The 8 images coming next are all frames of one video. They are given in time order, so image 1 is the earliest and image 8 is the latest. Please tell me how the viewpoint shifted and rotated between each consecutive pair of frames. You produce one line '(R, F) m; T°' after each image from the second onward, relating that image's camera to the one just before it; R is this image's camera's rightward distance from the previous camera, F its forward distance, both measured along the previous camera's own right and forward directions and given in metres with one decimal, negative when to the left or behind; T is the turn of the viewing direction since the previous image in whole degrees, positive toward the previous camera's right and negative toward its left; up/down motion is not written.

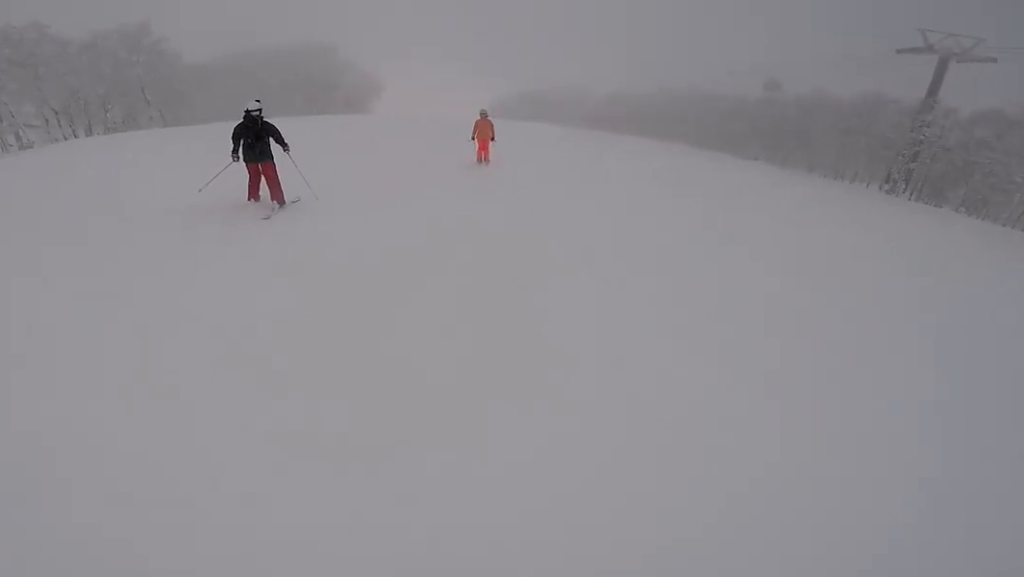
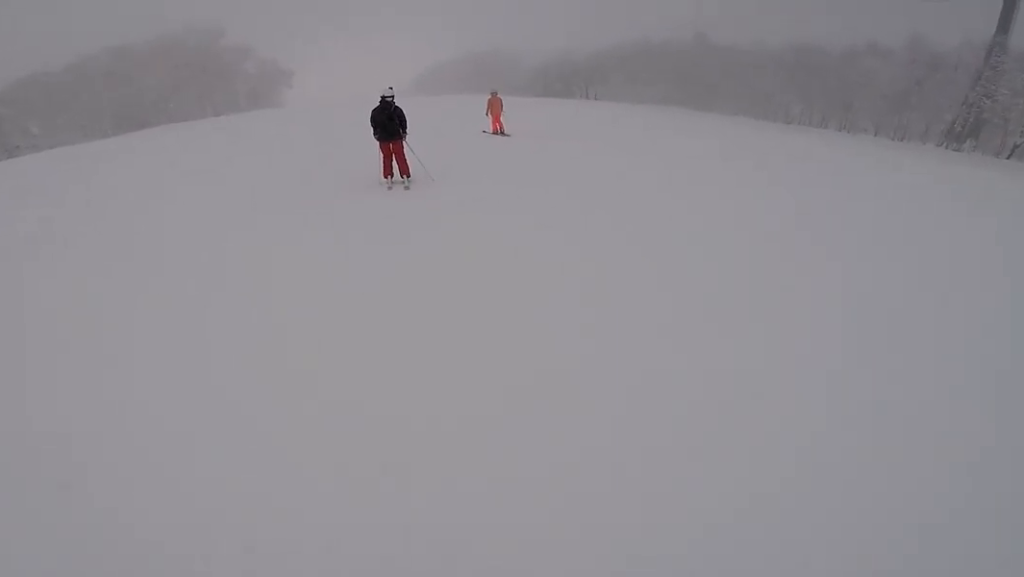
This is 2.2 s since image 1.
(0.0, +16.2) m; 0°
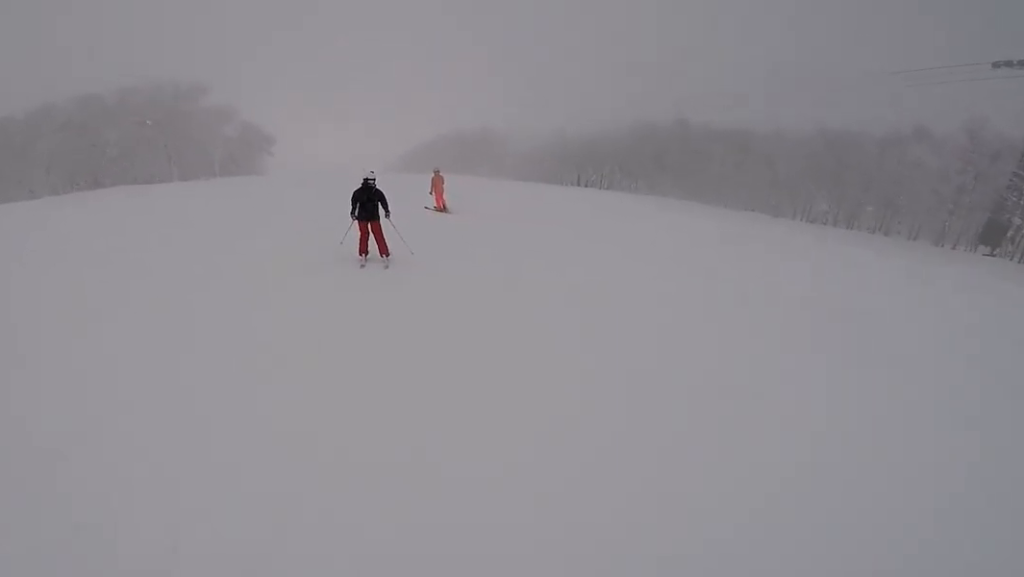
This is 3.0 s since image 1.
(0.0, +6.0) m; +1°
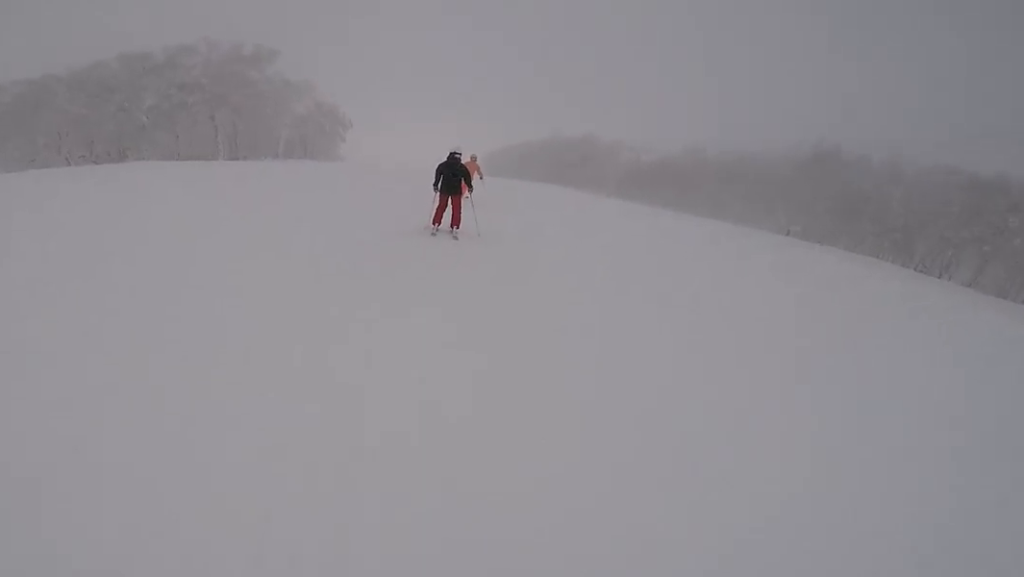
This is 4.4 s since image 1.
(+0.3, +10.9) m; +9°
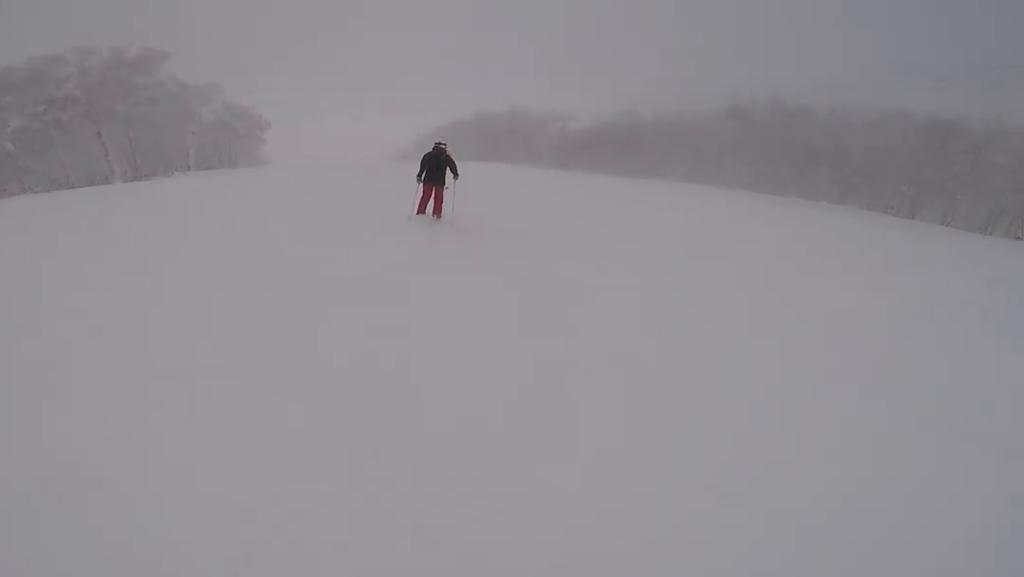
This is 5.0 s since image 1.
(+0.3, +4.5) m; +9°
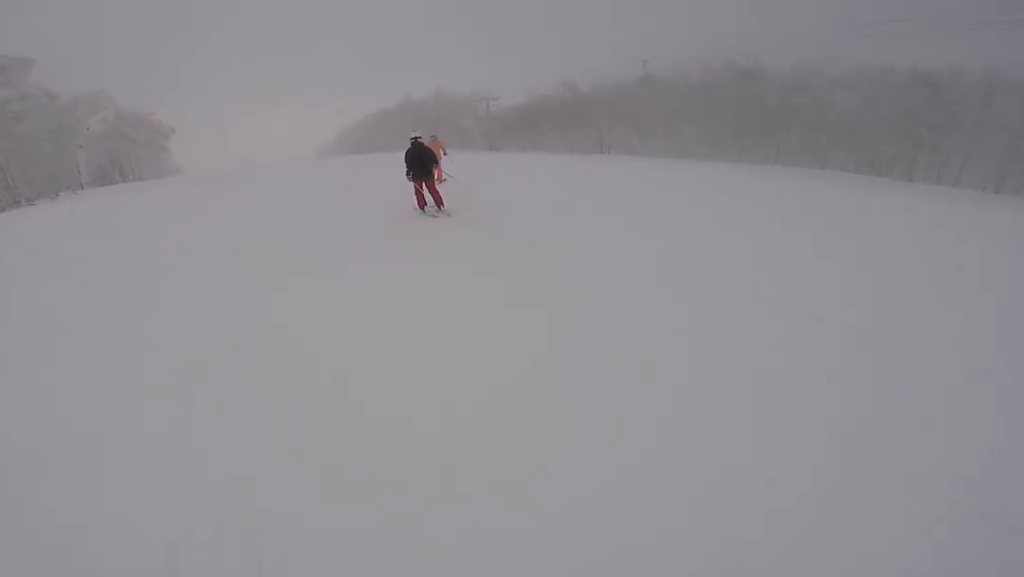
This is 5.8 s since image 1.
(+0.7, +5.7) m; +7°
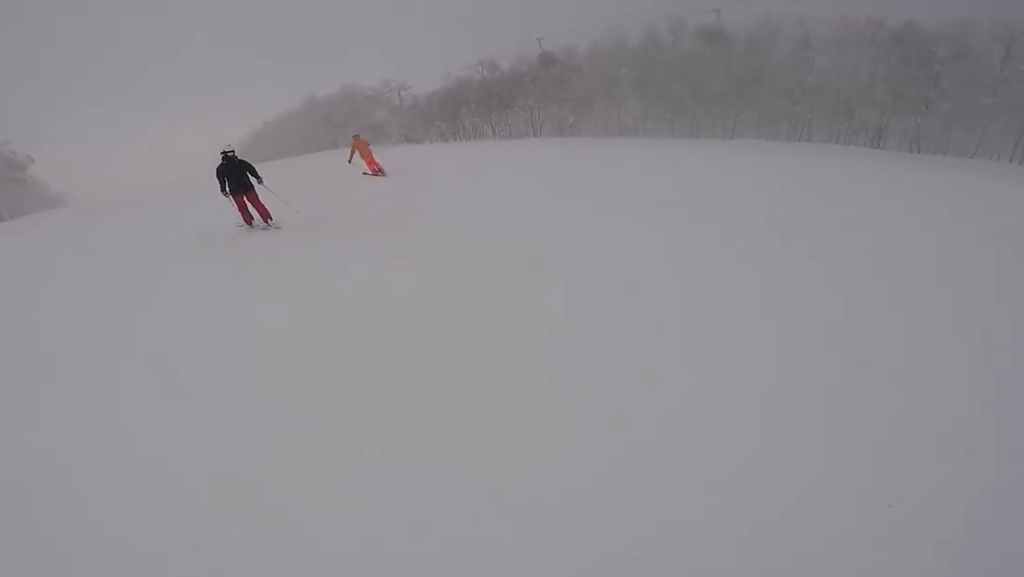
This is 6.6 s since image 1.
(+0.5, +6.4) m; -3°
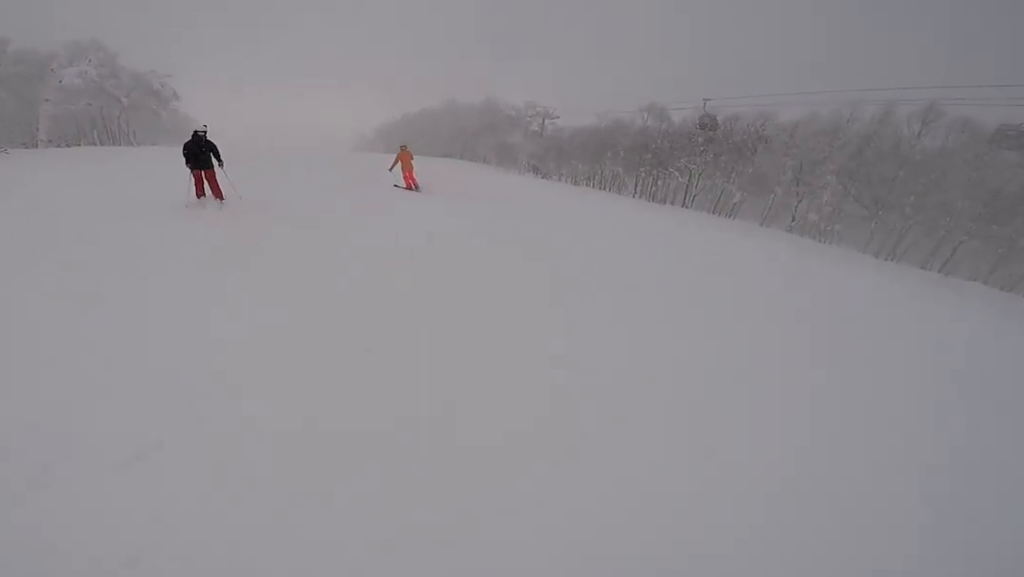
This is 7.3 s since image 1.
(-0.3, +4.9) m; -12°
